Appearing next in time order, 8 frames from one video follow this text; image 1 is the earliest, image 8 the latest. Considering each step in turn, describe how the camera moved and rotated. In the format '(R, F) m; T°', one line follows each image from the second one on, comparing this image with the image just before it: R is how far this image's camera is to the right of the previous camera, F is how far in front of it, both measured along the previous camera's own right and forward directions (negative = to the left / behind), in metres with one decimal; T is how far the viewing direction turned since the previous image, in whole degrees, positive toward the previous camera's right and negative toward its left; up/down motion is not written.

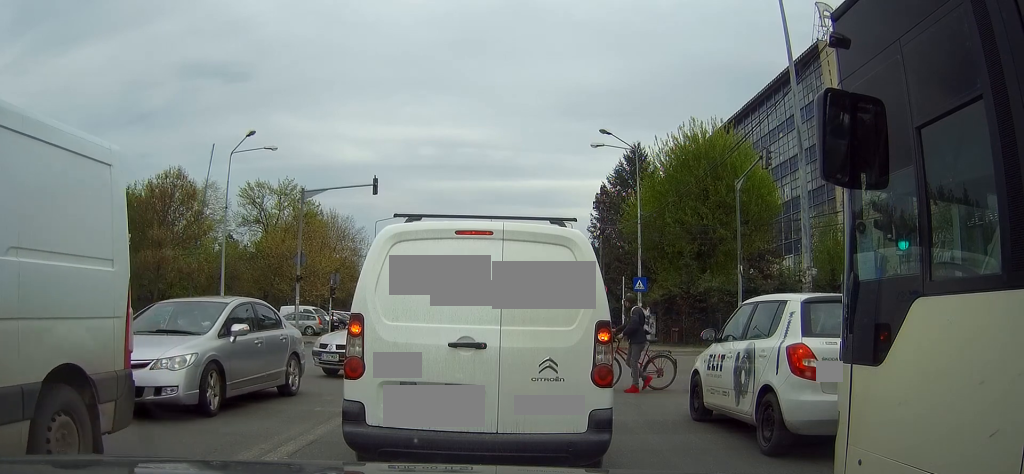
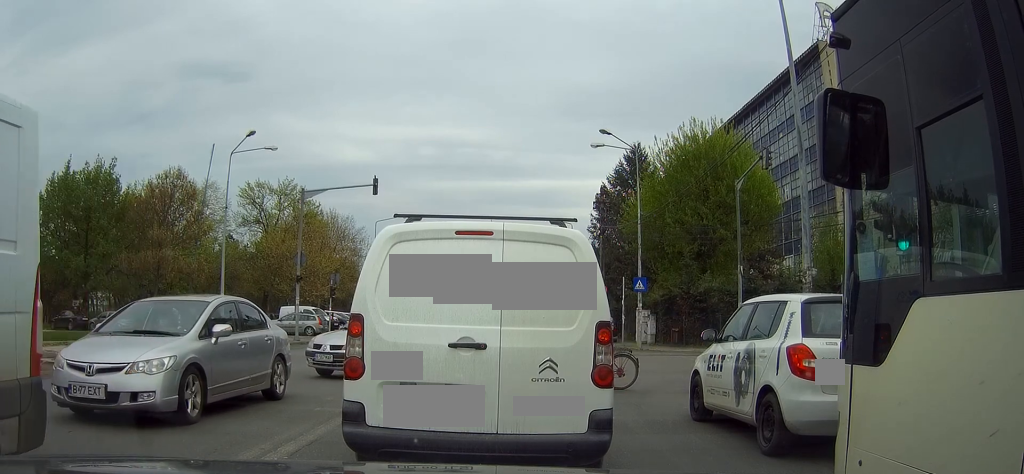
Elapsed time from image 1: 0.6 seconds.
(0.0, 0.0) m; 0°
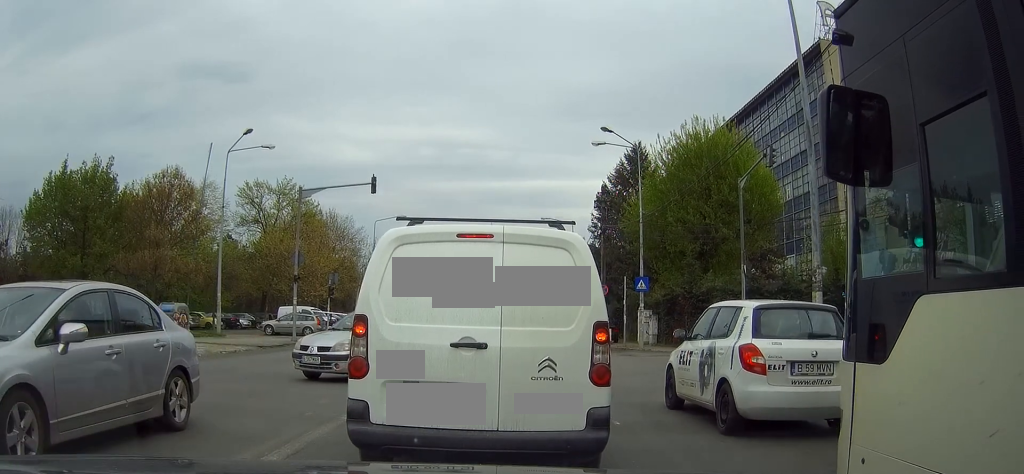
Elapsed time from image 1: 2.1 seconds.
(0.0, 0.0) m; 0°
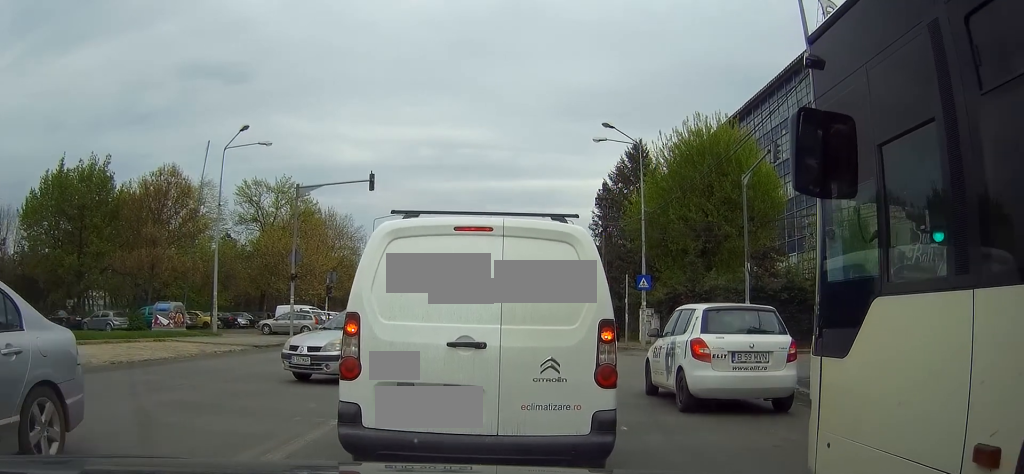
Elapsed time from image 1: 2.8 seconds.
(0.0, 0.0) m; 0°
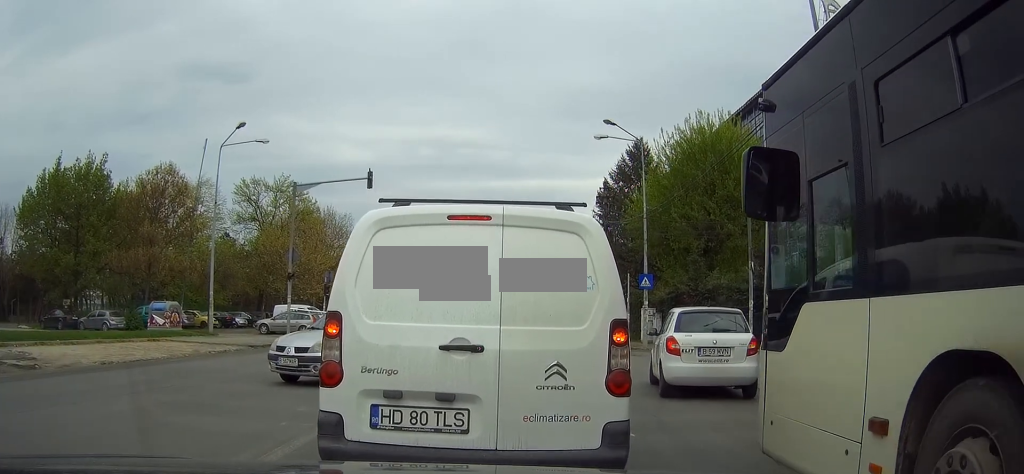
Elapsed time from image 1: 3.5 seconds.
(0.0, 0.0) m; 0°
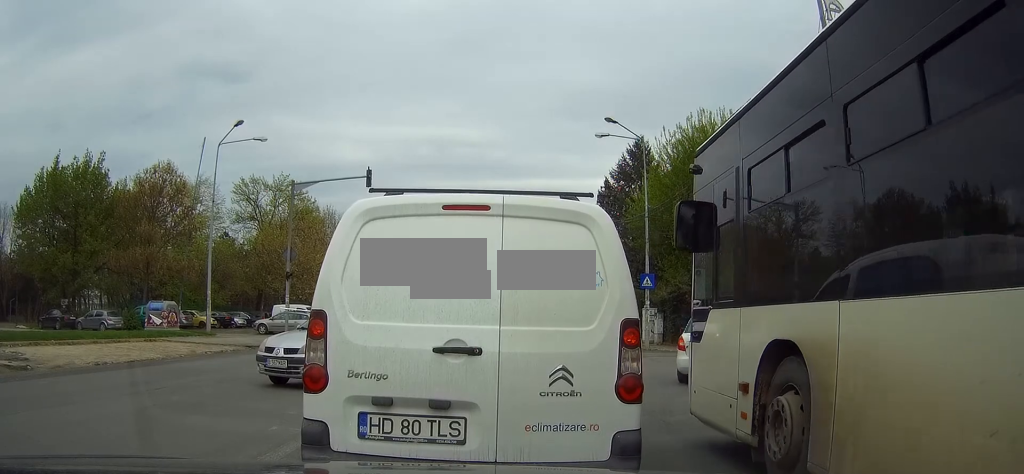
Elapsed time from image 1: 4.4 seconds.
(+0.1, +0.2) m; 0°
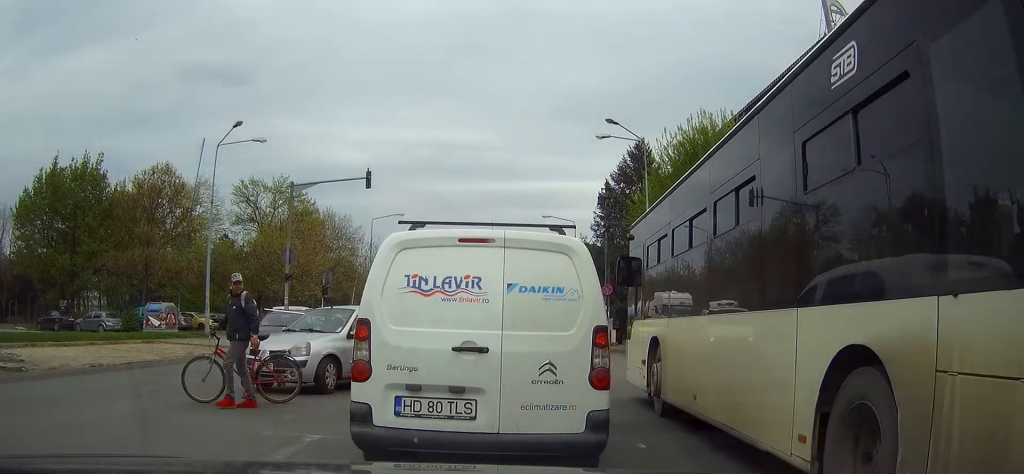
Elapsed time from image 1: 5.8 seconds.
(+0.2, +0.7) m; 0°
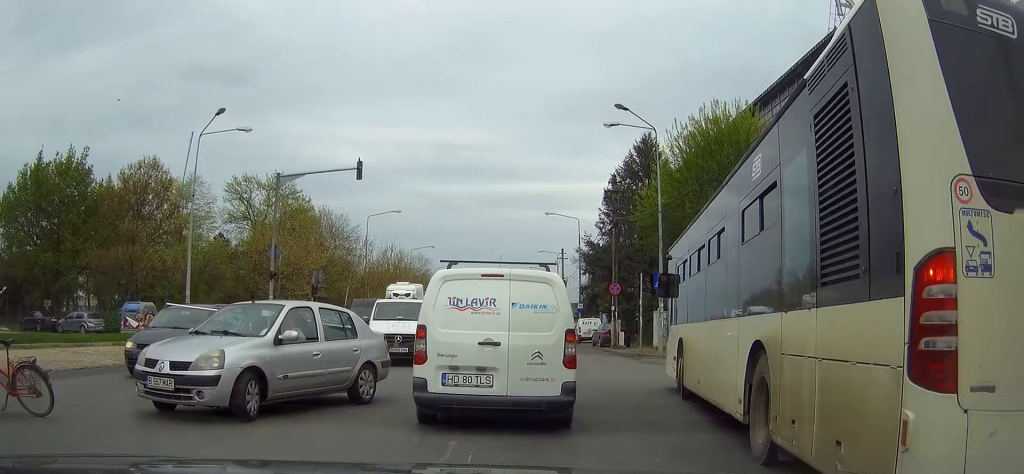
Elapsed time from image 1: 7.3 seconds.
(0.0, +2.6) m; +3°
